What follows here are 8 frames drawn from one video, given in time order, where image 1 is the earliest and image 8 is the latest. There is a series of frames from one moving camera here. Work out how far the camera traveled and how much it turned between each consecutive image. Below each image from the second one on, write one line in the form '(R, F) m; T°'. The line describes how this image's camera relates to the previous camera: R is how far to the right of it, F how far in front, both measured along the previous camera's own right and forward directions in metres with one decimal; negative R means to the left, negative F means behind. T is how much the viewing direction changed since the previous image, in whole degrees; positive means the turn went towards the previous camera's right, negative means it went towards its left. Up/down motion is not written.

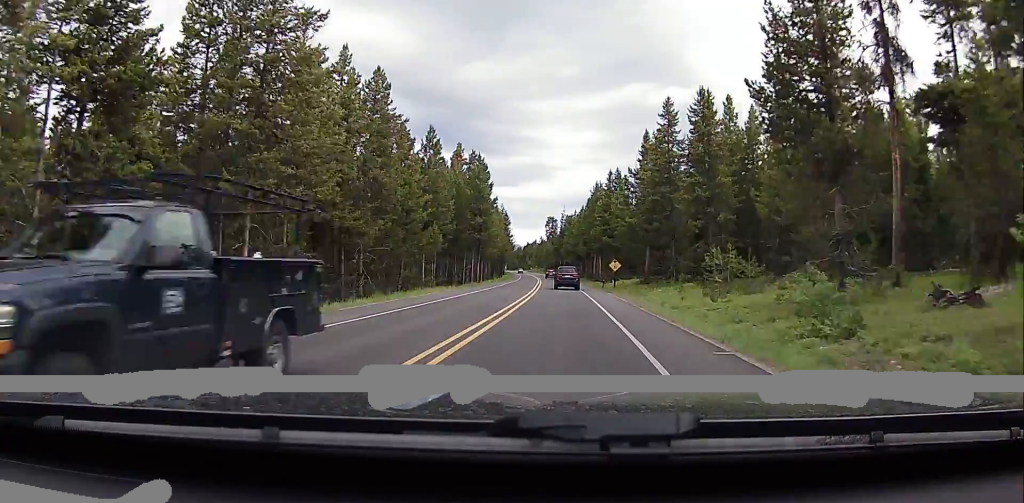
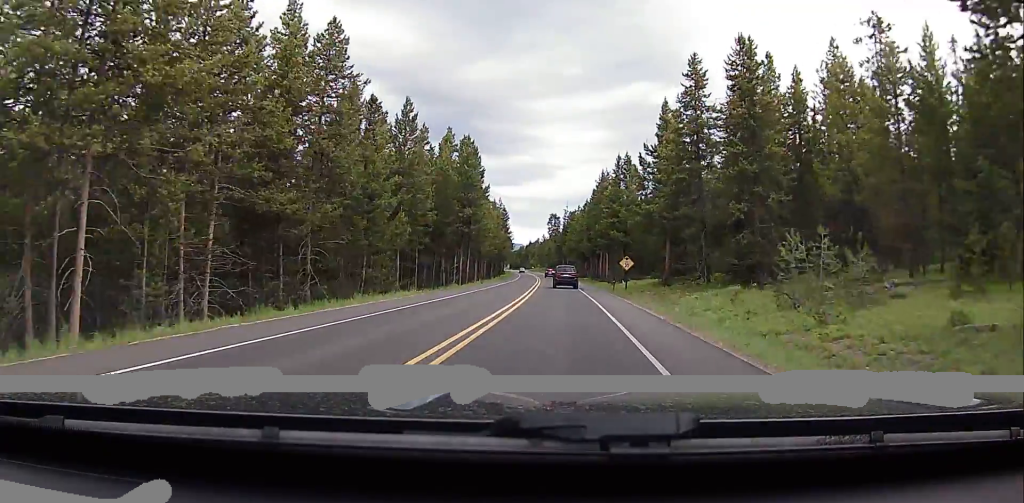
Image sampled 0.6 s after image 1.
(-0.2, +11.1) m; -1°
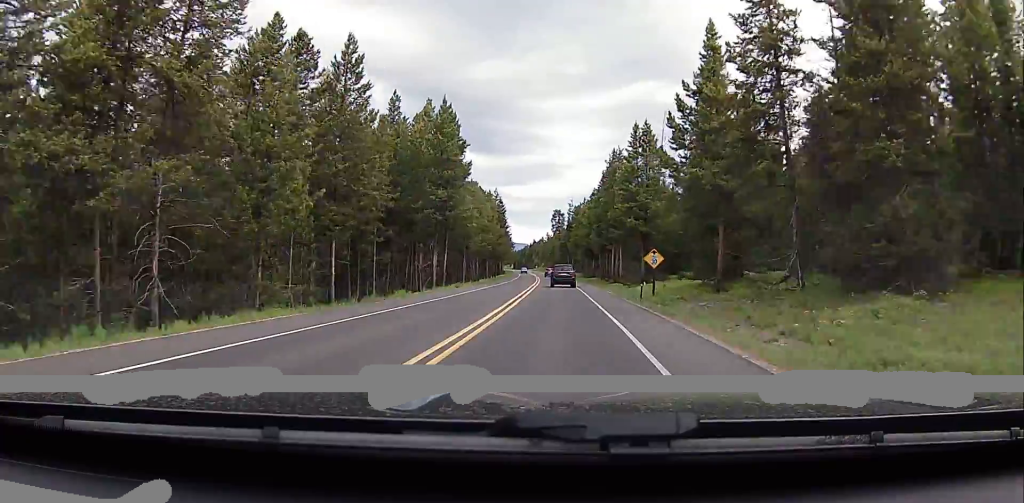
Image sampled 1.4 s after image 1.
(0.0, +16.7) m; -1°
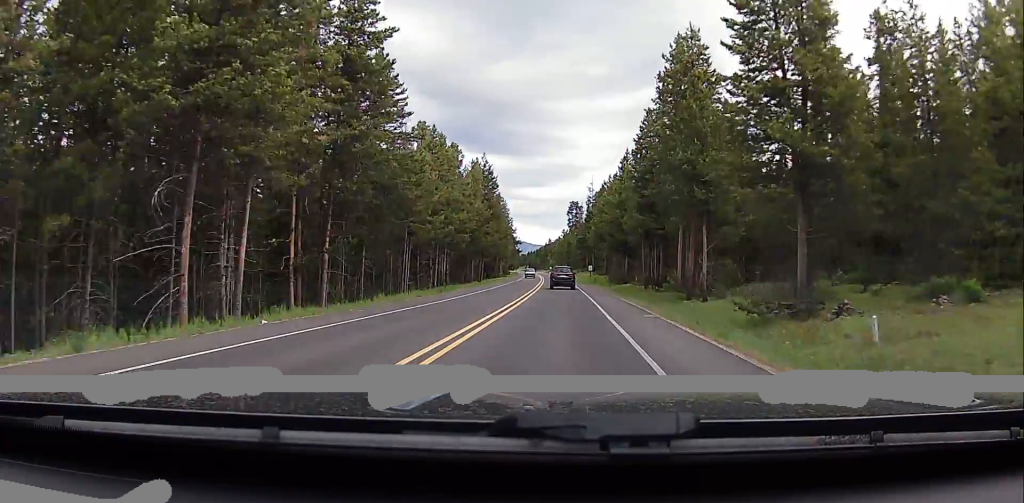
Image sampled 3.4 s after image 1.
(-0.6, +39.5) m; -1°
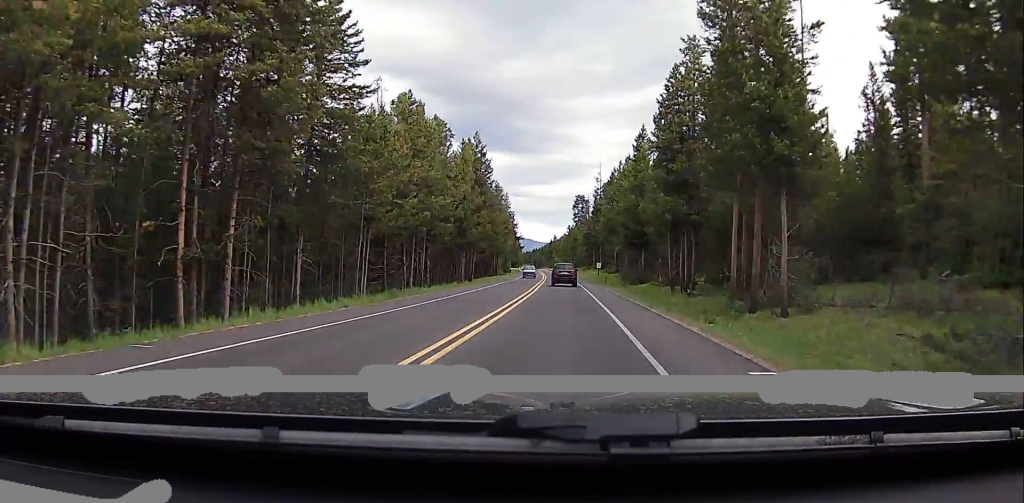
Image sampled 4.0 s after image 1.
(0.0, +12.2) m; 0°
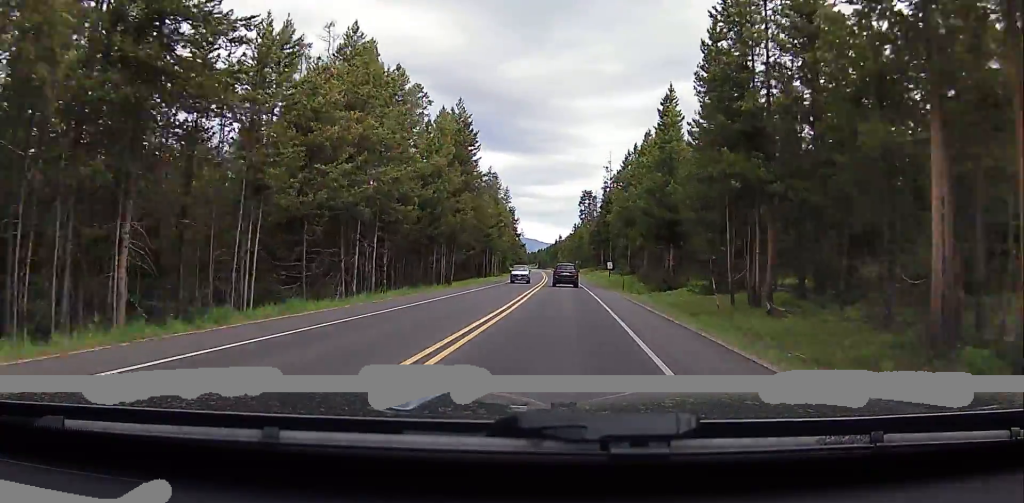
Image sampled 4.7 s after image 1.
(0.0, +15.6) m; 0°
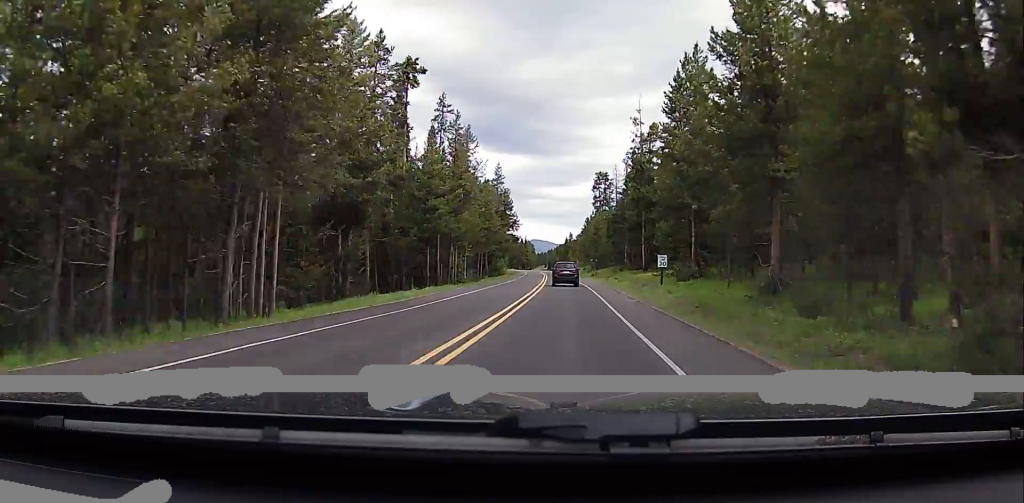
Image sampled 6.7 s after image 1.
(+0.4, +40.0) m; 0°
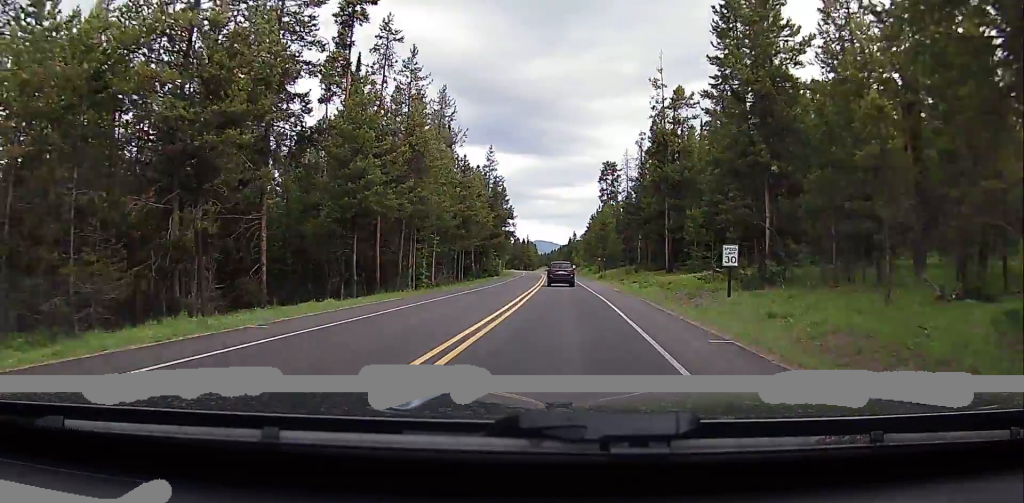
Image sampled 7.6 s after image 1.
(-0.7, +17.7) m; -1°
